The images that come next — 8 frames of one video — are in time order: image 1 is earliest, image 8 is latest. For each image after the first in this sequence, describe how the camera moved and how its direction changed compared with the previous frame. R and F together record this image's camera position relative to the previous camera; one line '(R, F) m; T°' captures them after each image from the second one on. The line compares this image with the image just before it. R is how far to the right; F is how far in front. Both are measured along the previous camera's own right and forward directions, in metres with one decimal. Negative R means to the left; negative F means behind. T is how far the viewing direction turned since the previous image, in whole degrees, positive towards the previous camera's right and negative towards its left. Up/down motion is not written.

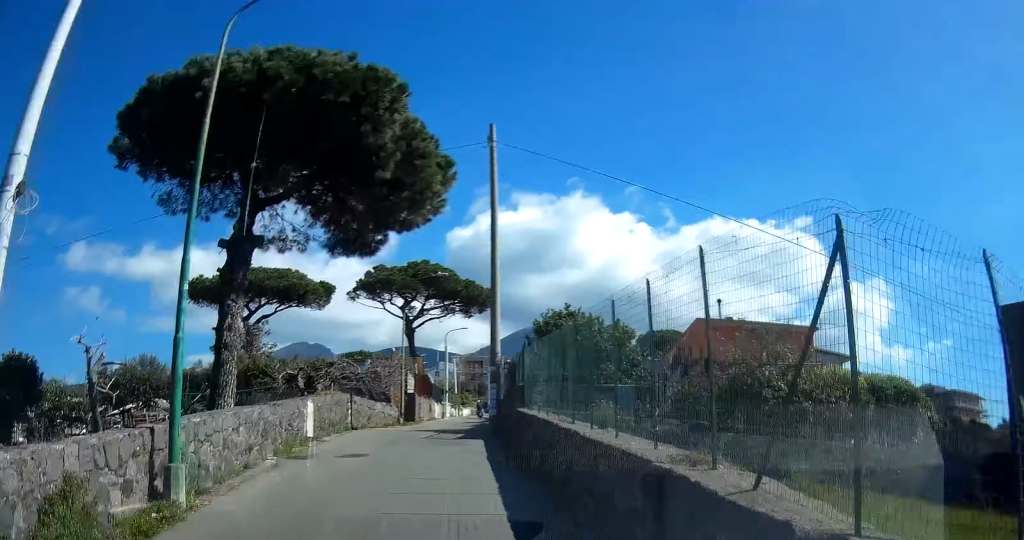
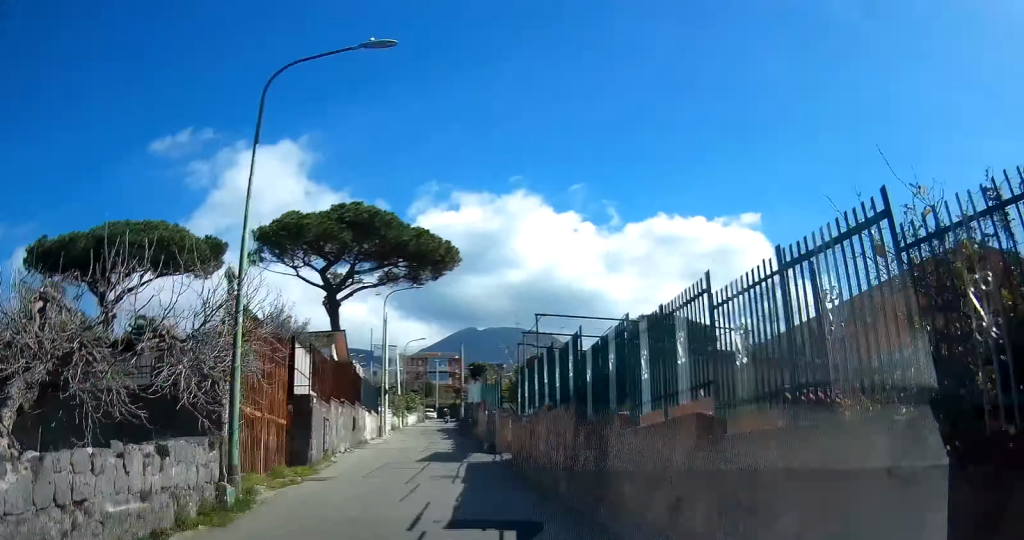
(+0.5, +22.7) m; +2°
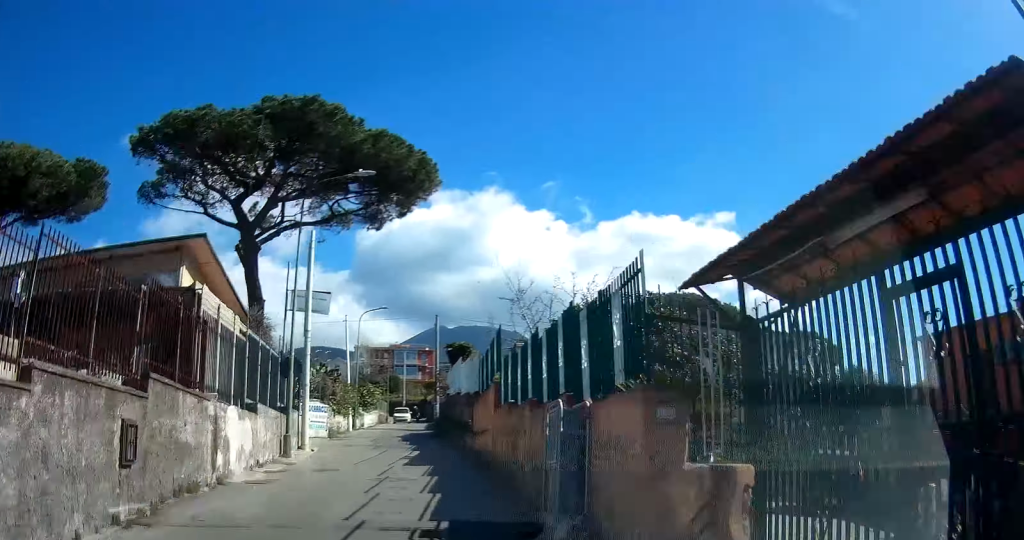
(+0.1, +13.9) m; +1°
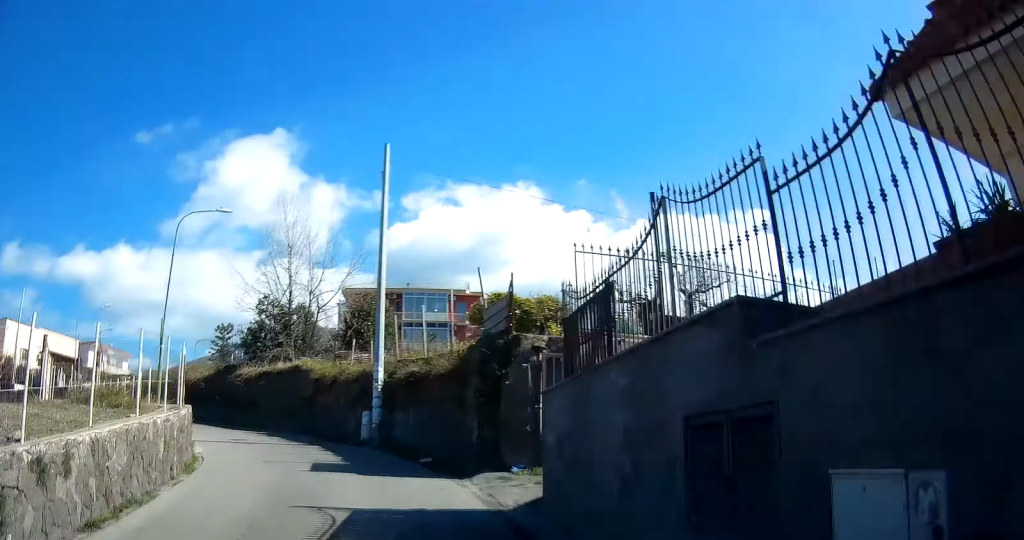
(+0.8, +78.2) m; -13°
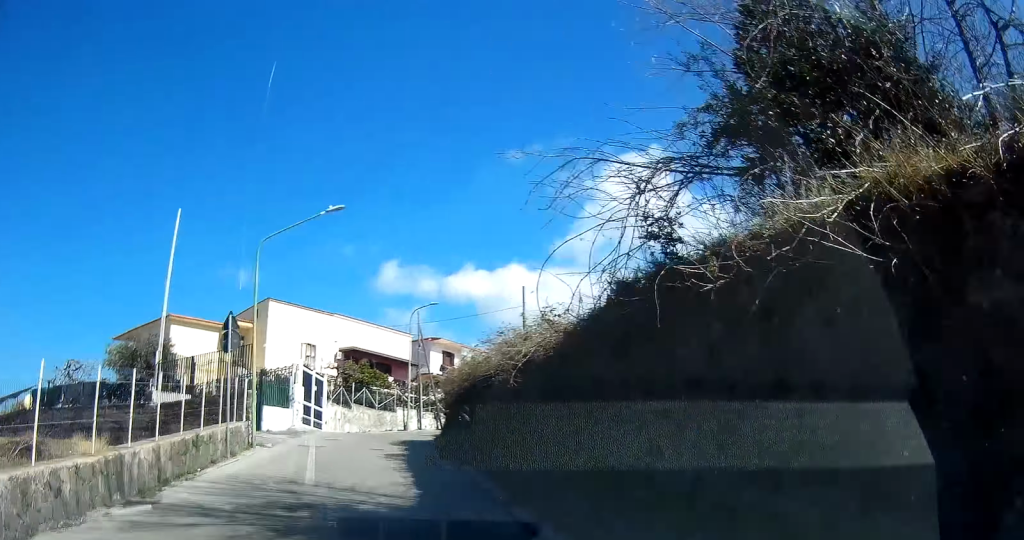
(-6.7, +27.9) m; -9°
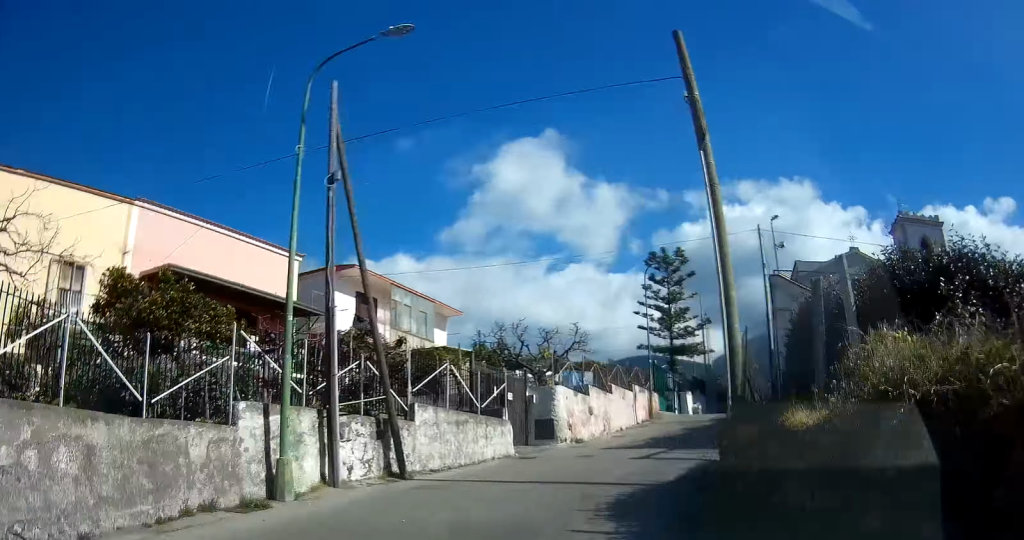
(+0.1, +29.6) m; +11°
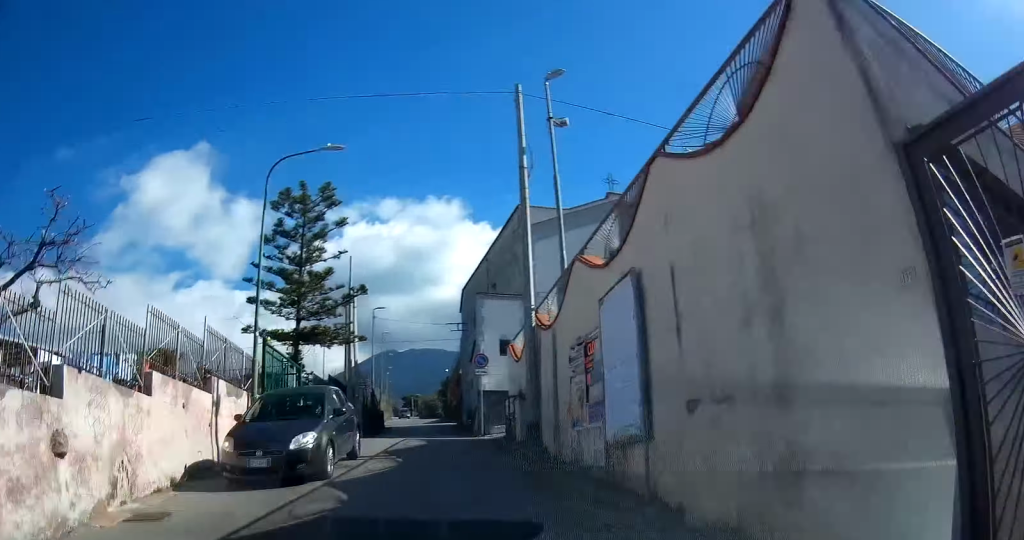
(+0.4, +17.3) m; +9°
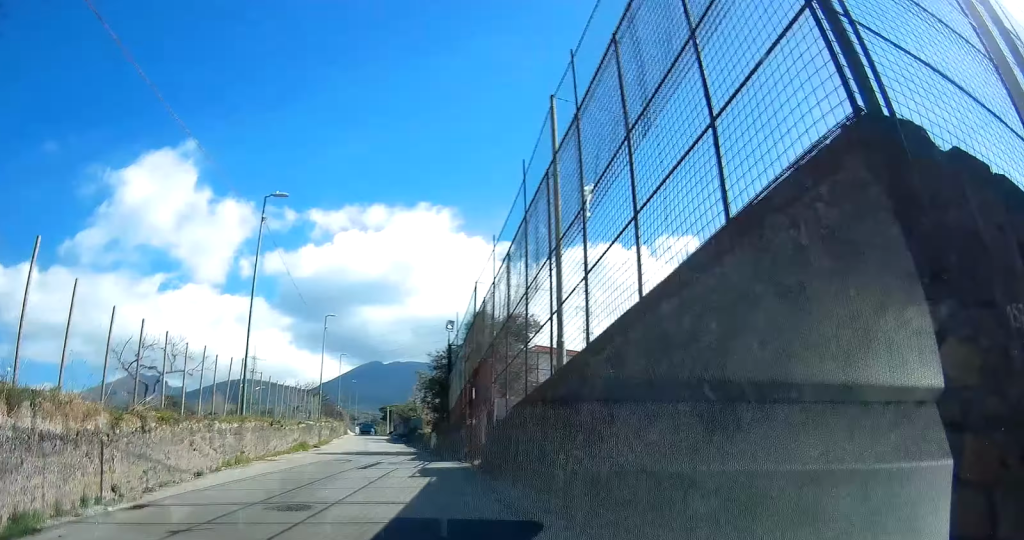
(+11.3, +54.9) m; +9°
